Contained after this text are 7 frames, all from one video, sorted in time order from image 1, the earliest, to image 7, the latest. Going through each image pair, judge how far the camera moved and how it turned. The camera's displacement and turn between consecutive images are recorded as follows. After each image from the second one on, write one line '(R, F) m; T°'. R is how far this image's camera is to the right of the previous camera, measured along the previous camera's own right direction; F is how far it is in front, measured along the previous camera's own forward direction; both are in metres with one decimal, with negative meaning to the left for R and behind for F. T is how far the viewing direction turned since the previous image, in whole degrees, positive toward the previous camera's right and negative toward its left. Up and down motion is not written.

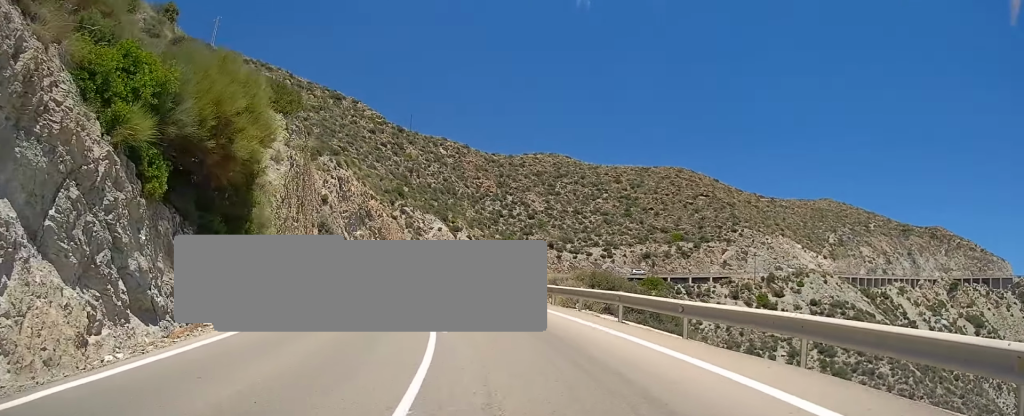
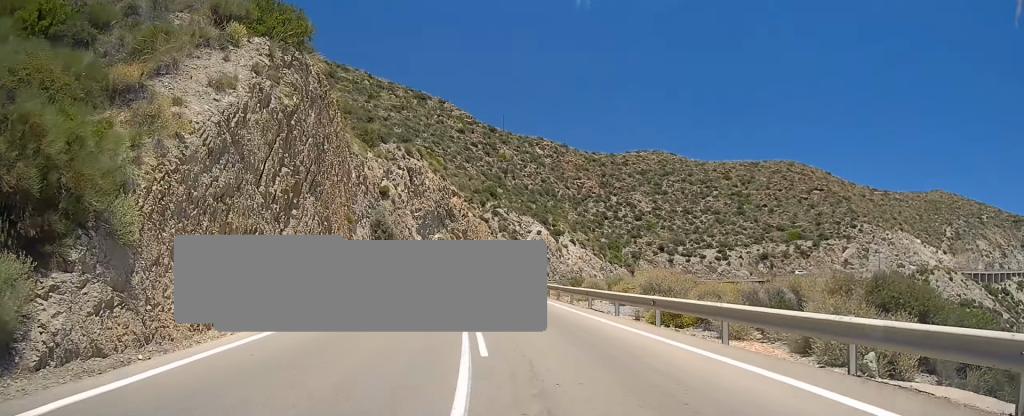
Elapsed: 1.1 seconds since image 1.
(-1.5, +14.8) m; -9°
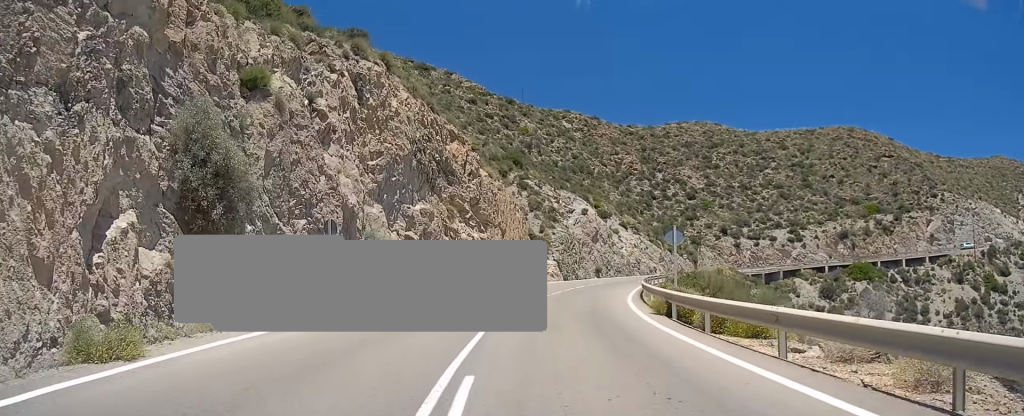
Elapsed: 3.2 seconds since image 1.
(-1.9, +29.8) m; -3°
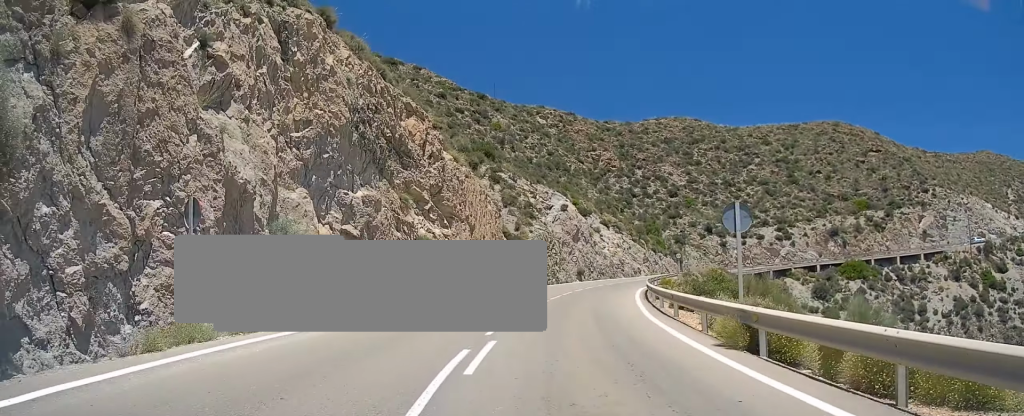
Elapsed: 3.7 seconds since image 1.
(0.0, +7.6) m; +2°
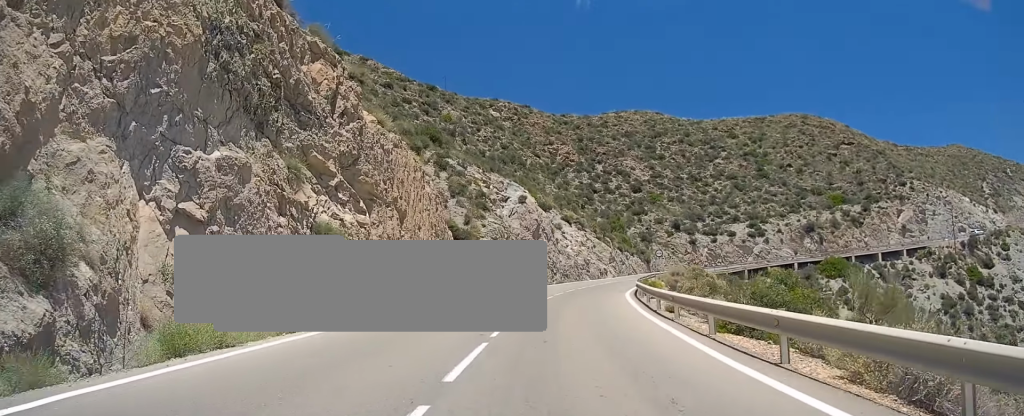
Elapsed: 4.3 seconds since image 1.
(+0.2, +9.5) m; +3°
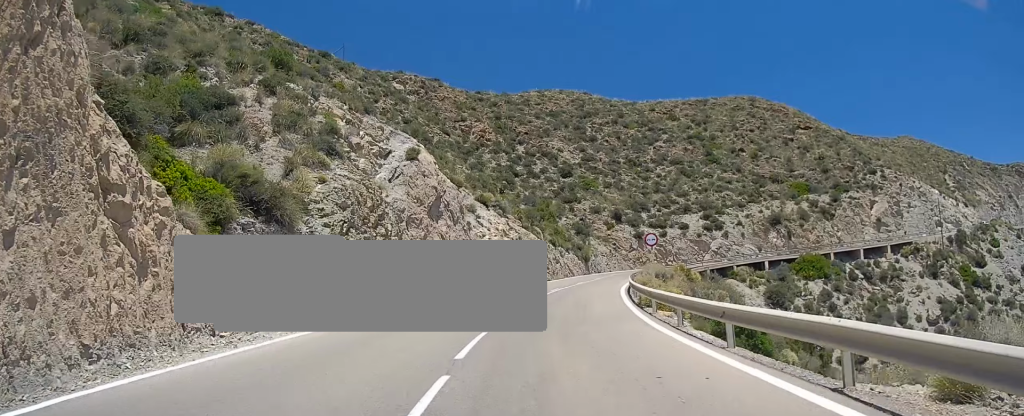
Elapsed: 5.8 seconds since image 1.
(+1.4, +22.2) m; +7°
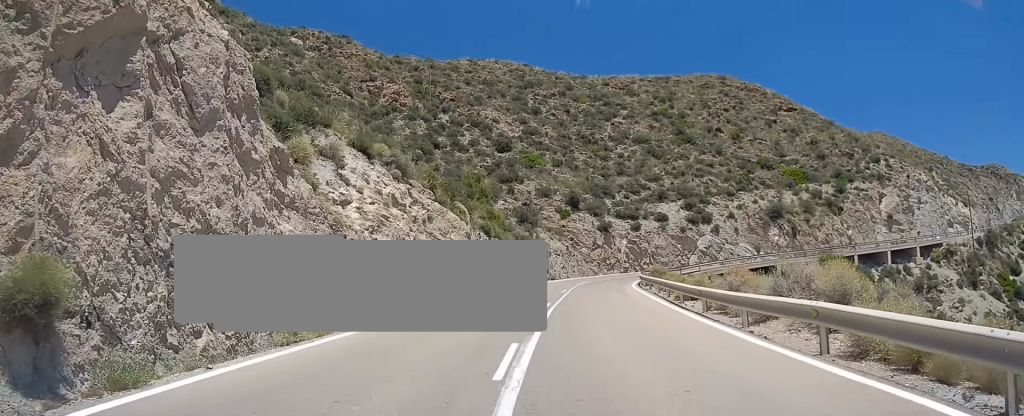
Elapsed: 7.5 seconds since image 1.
(+1.8, +26.3) m; +7°
